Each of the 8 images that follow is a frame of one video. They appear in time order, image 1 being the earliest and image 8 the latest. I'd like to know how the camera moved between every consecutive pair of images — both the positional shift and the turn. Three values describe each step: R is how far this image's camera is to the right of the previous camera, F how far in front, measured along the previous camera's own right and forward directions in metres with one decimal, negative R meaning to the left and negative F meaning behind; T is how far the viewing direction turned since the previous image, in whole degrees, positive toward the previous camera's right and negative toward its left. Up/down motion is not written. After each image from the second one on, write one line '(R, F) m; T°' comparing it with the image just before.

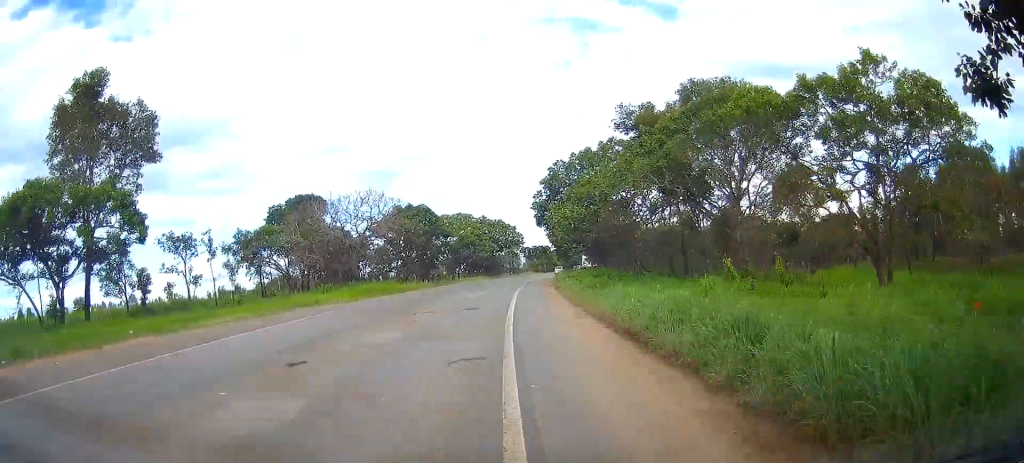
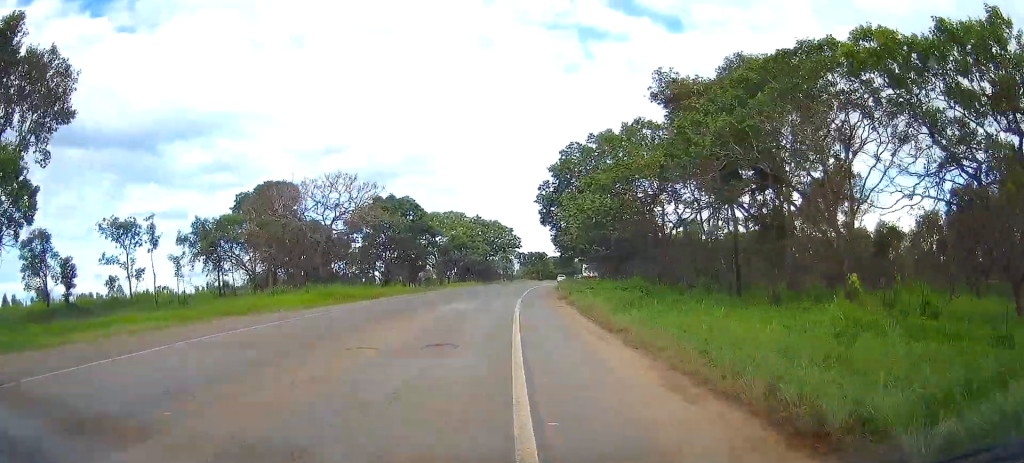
(-0.4, +9.6) m; +1°
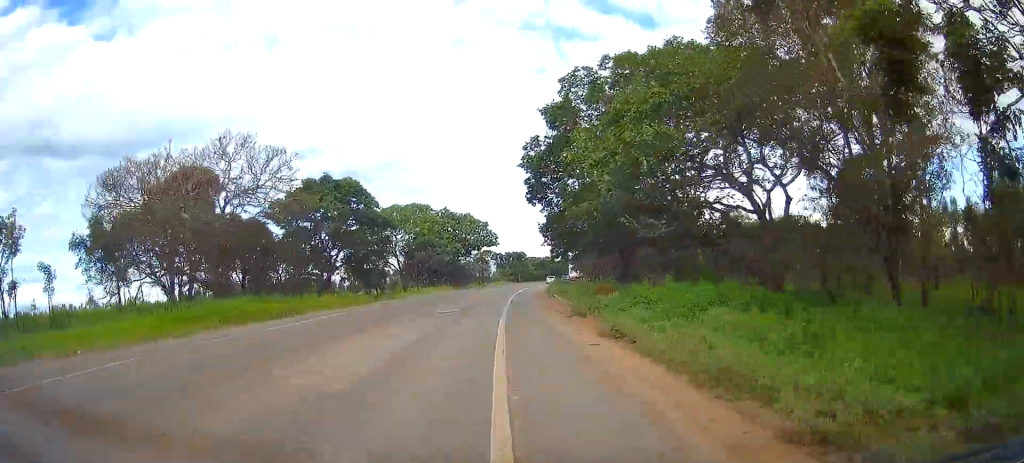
(+1.0, +14.0) m; +3°
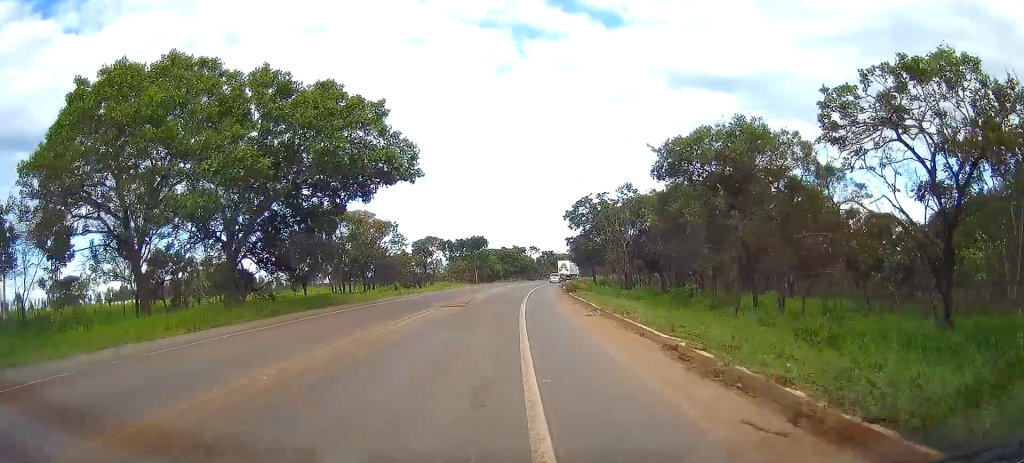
(-0.7, +50.6) m; +1°
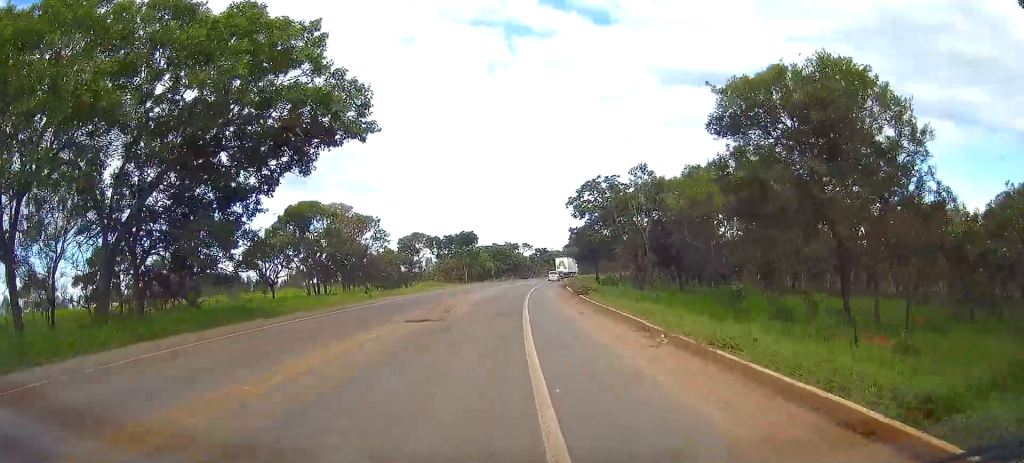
(+0.3, +8.5) m; 0°
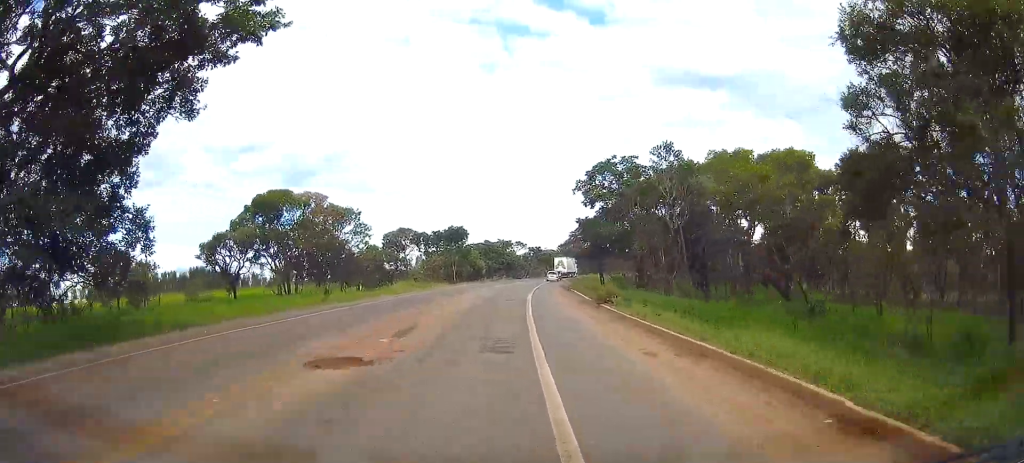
(0.0, +8.6) m; -1°
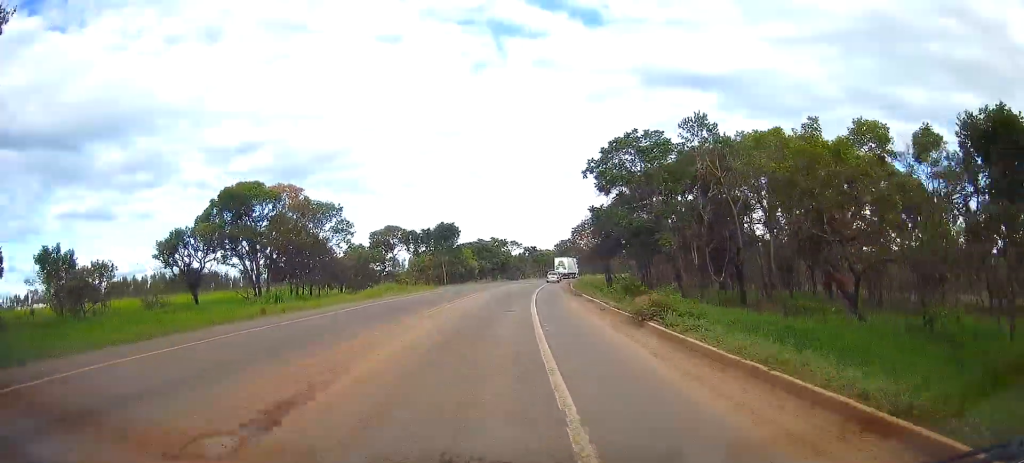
(-0.1, +7.5) m; -1°
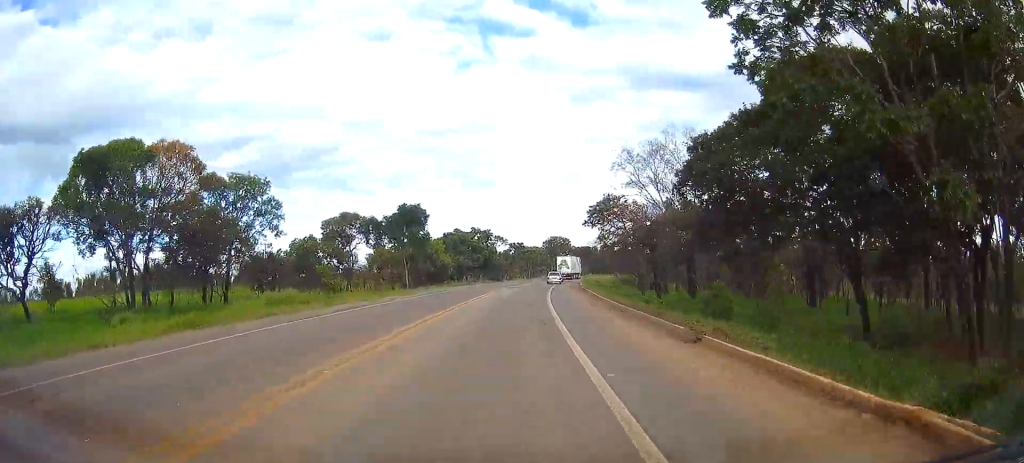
(-0.5, +22.0) m; +2°
